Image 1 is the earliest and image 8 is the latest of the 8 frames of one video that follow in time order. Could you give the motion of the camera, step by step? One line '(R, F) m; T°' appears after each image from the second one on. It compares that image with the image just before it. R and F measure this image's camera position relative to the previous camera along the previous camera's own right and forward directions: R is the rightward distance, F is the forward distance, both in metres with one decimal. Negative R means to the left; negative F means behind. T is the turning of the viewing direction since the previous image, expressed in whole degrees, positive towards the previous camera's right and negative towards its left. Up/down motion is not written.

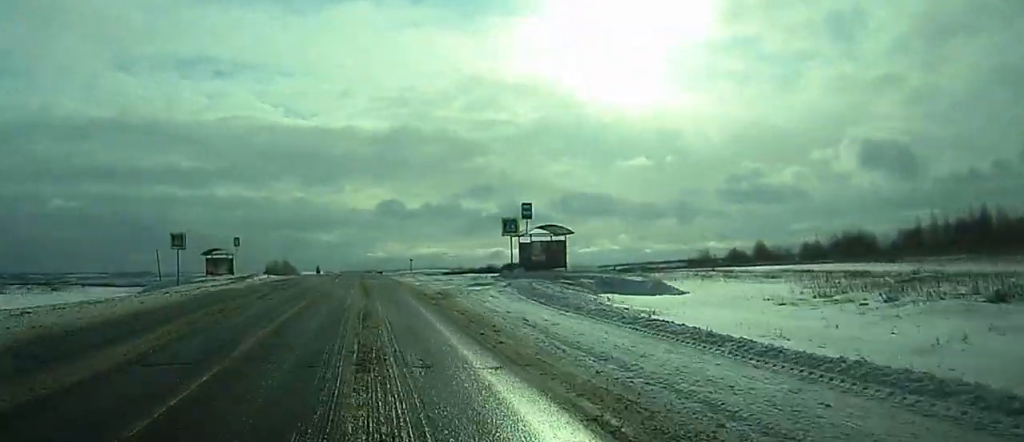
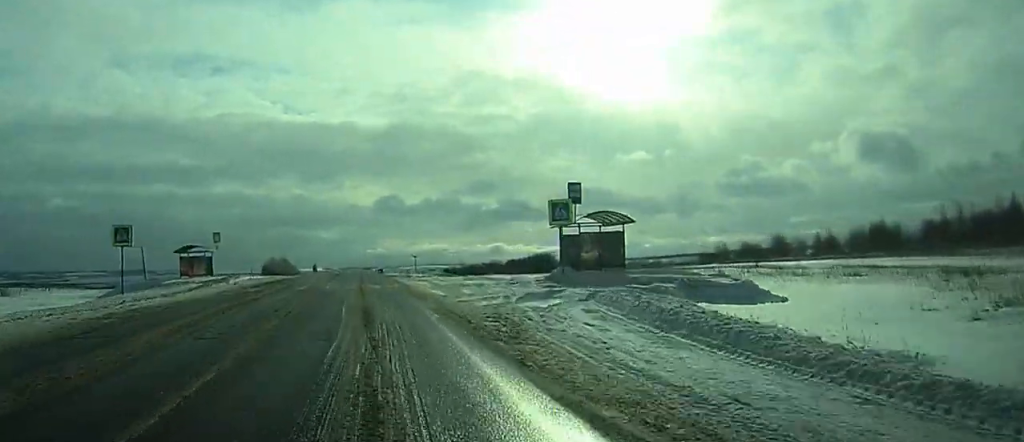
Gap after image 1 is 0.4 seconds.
(+0.1, +11.0) m; 0°
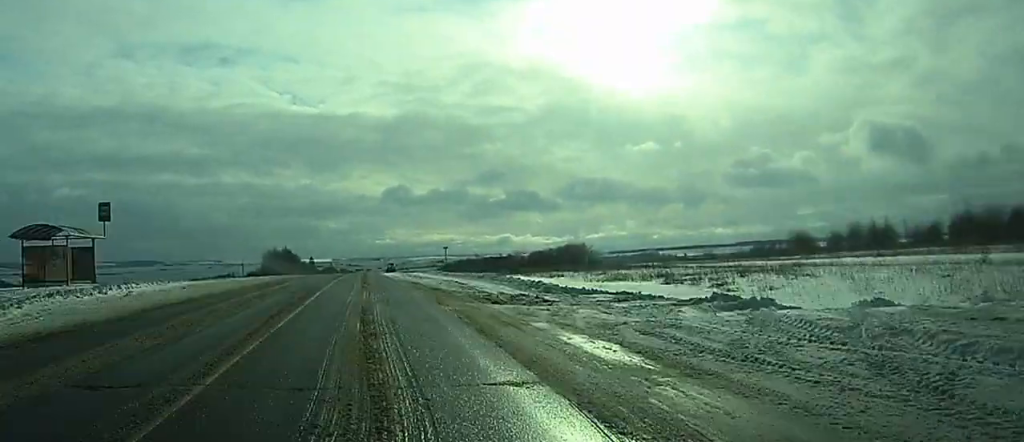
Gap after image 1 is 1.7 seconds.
(+0.1, +33.1) m; 0°
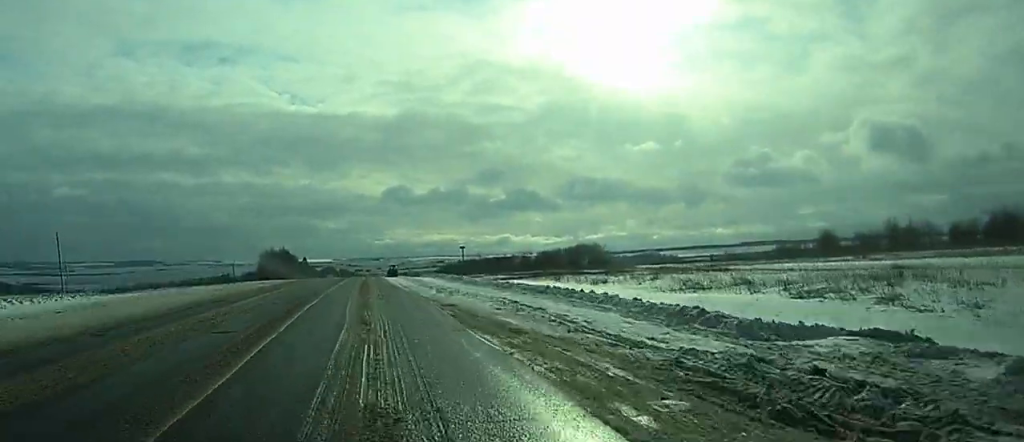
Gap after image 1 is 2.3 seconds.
(0.0, +14.5) m; 0°
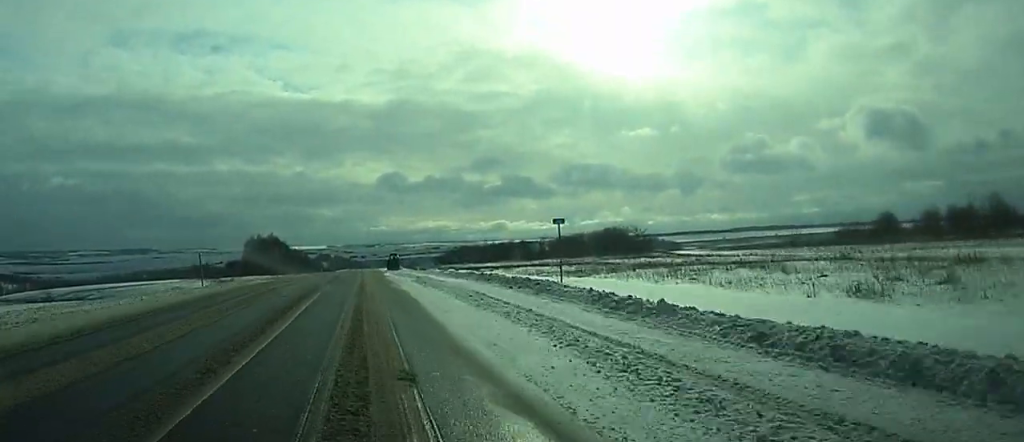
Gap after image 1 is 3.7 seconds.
(+0.1, +35.2) m; +1°
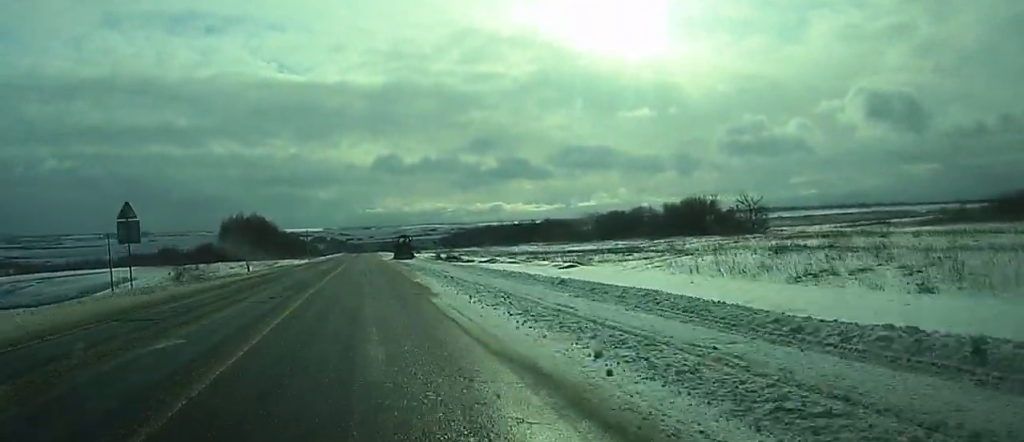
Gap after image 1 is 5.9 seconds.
(+0.4, +57.6) m; +1°
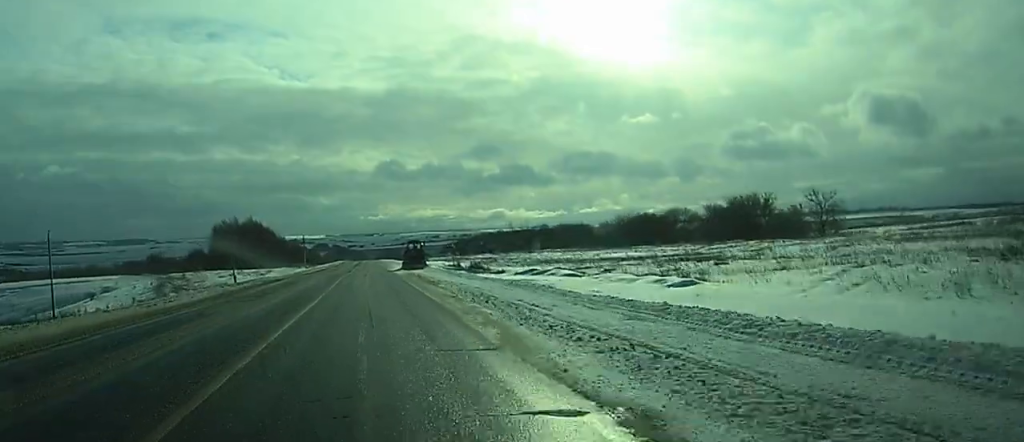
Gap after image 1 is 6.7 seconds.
(+0.1, +21.2) m; 0°
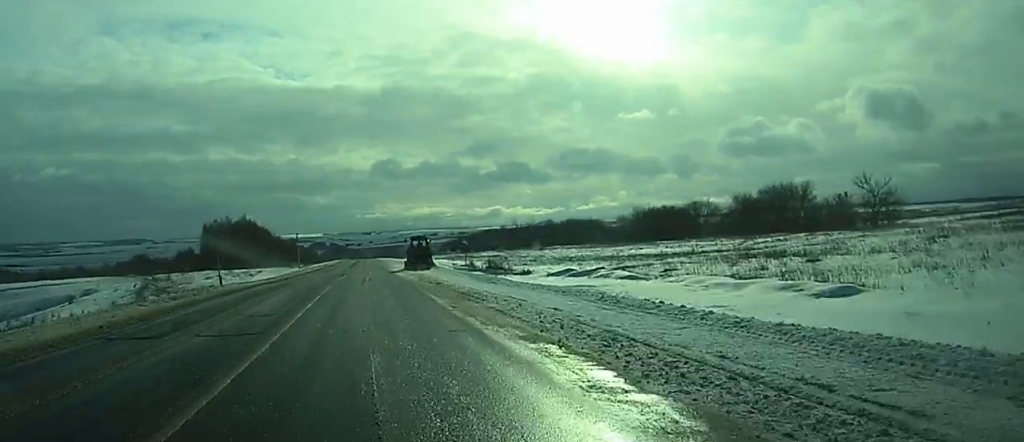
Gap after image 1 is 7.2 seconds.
(0.0, +13.4) m; 0°
